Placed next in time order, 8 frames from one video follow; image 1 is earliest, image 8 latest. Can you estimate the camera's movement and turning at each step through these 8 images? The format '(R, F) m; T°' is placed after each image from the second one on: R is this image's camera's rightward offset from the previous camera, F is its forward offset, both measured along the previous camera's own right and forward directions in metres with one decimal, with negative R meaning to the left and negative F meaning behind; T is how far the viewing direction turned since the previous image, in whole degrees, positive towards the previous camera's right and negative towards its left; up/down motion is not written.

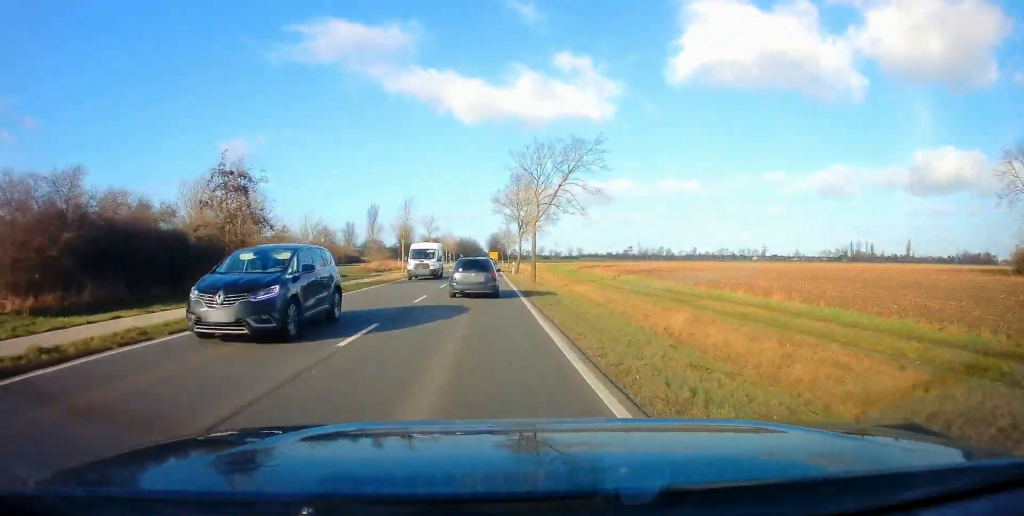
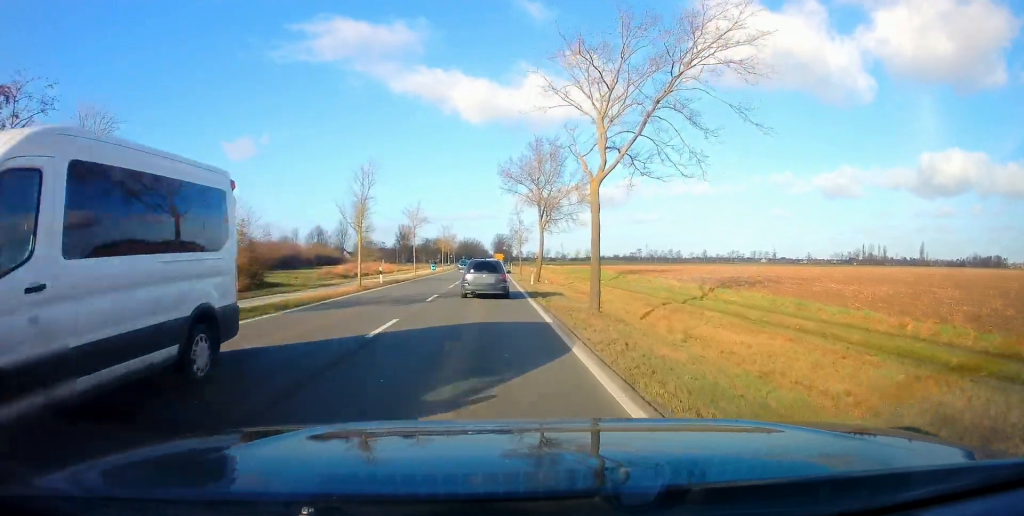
(+0.2, +16.8) m; +1°
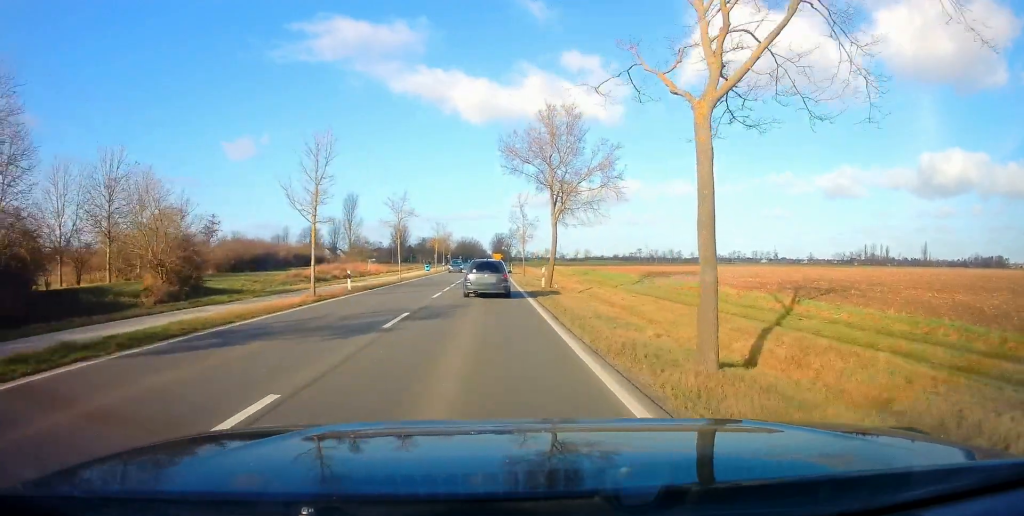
(+0.1, +7.4) m; 0°
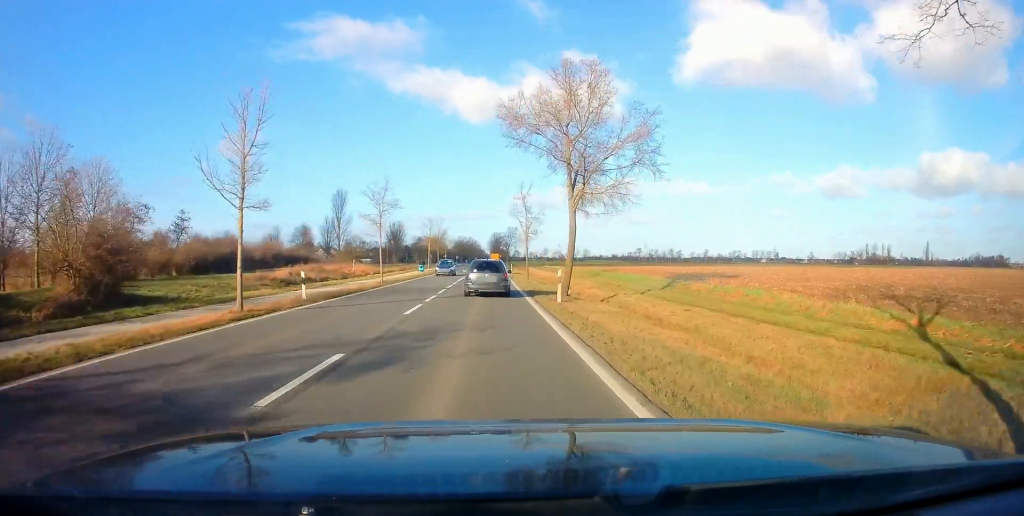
(0.0, +6.4) m; 0°
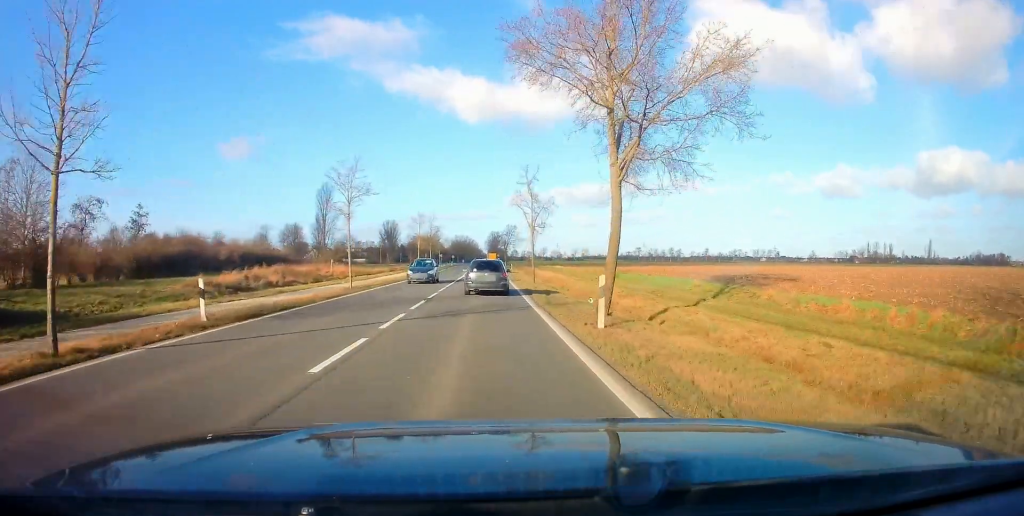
(0.0, +7.4) m; 0°
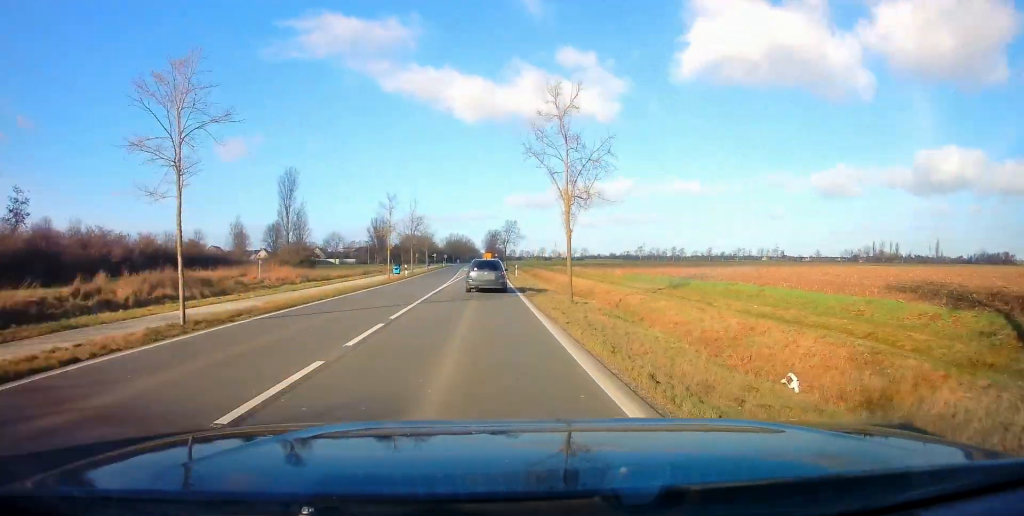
(-0.1, +15.5) m; -1°
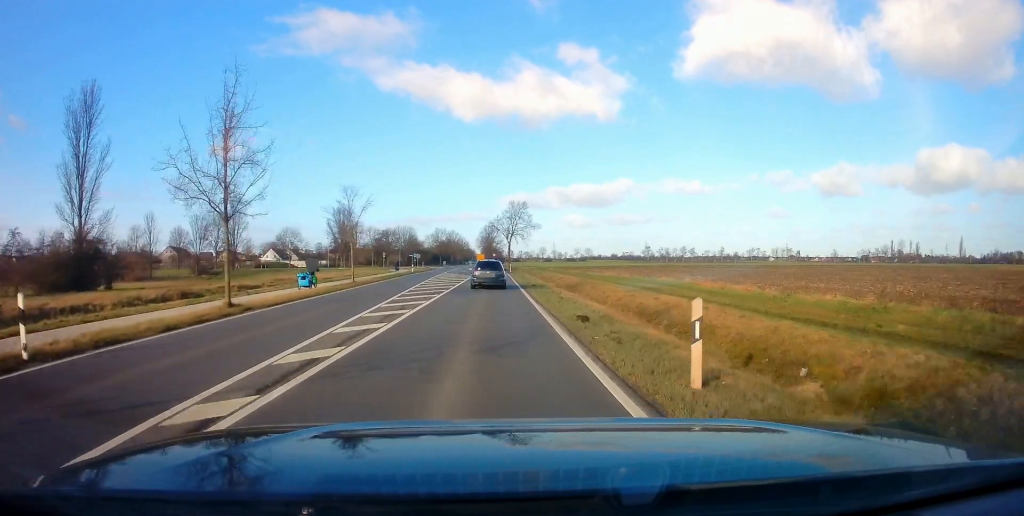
(+0.8, +41.5) m; +3°
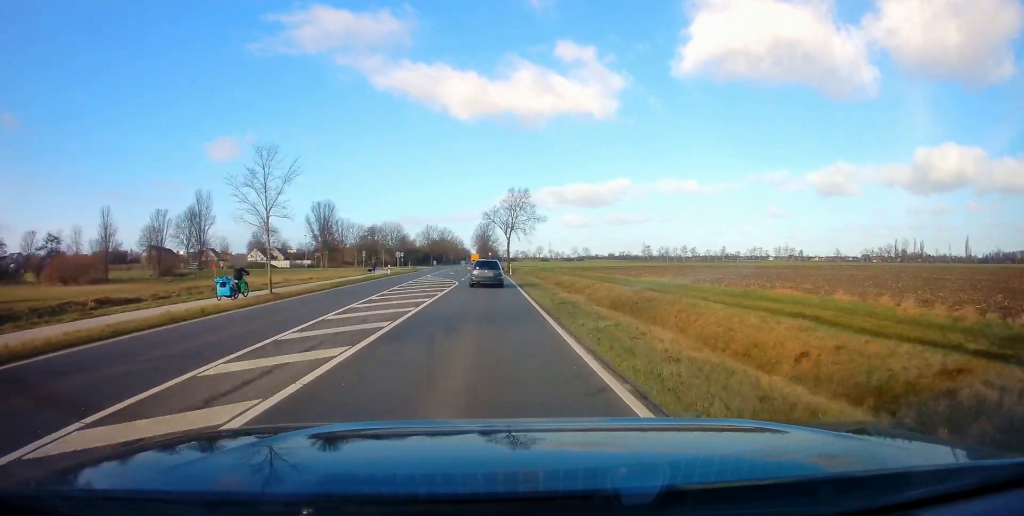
(+0.1, +13.8) m; -1°
